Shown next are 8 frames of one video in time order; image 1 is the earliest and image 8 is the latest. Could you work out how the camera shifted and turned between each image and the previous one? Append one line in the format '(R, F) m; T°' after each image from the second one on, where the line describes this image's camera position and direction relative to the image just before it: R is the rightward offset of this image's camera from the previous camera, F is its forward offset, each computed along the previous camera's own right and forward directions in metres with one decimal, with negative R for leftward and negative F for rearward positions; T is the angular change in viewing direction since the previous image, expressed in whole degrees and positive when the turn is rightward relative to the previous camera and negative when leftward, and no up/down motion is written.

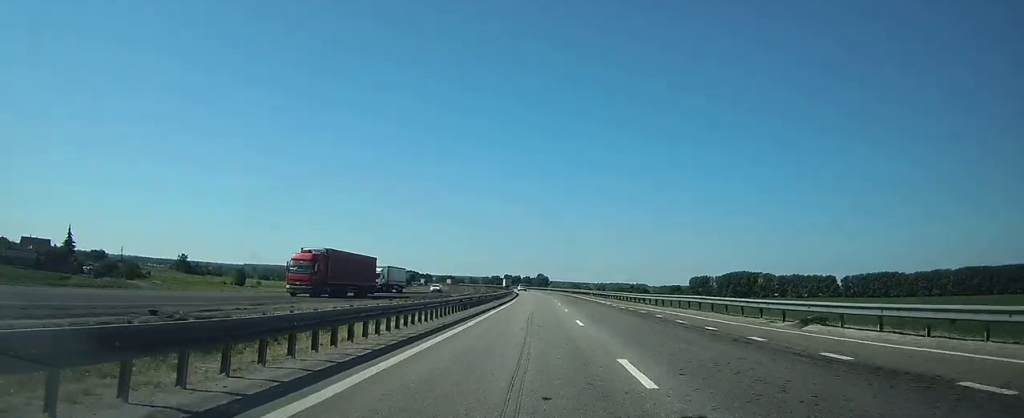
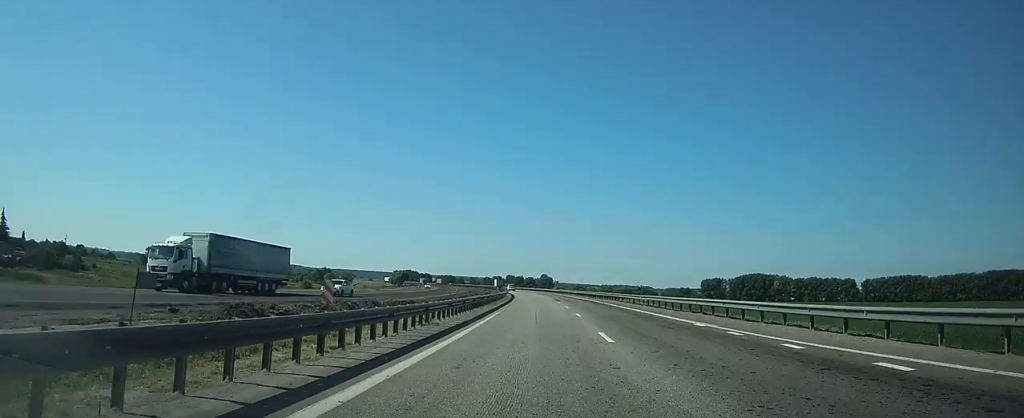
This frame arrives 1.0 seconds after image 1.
(-0.1, +30.1) m; 0°
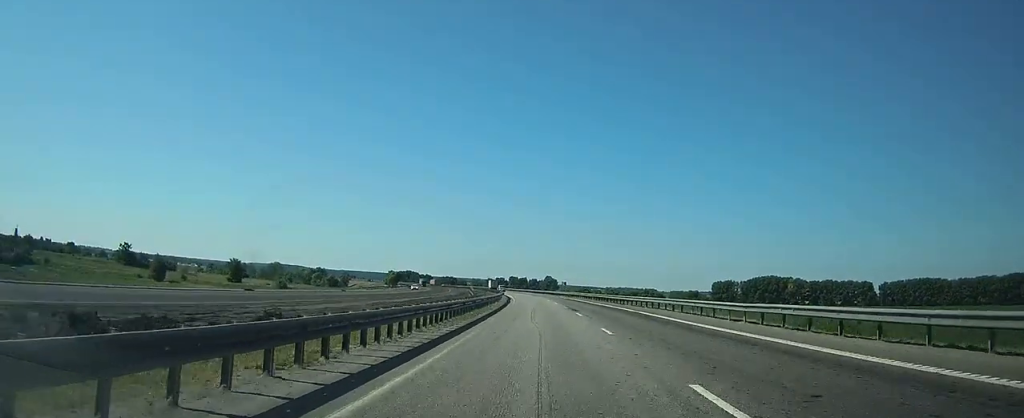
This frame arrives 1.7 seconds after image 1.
(0.0, +22.1) m; 0°
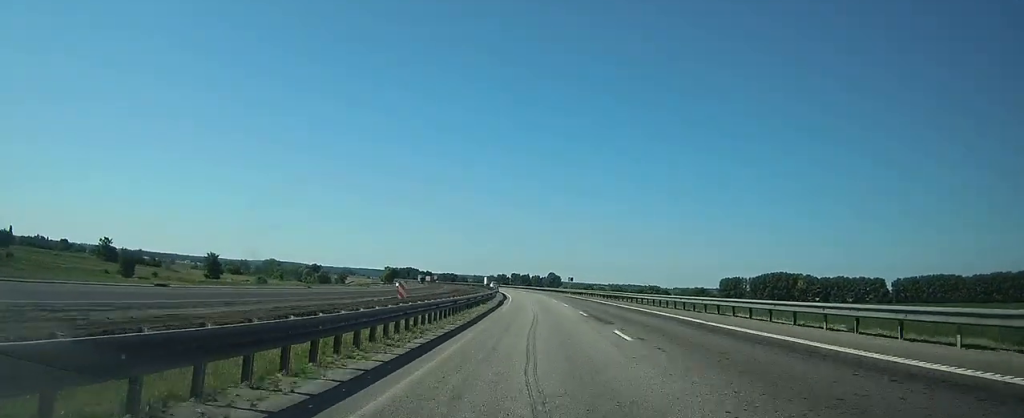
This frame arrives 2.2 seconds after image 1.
(-0.1, +15.1) m; 0°
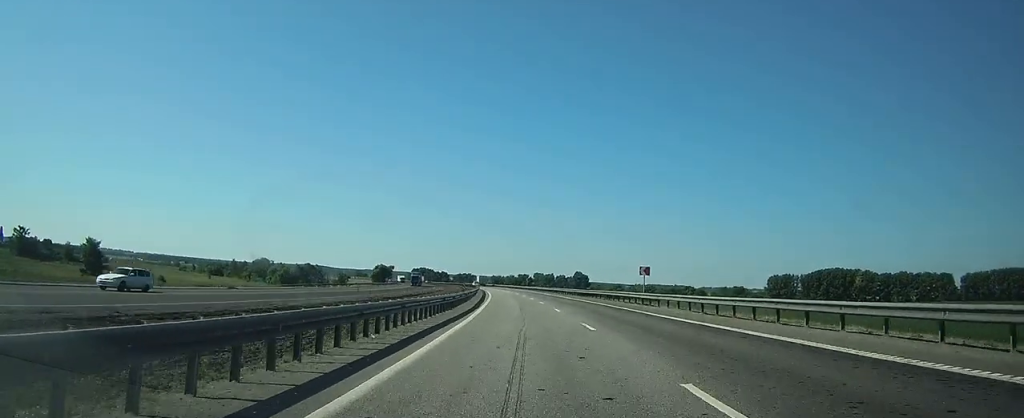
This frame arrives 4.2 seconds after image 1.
(-0.6, +59.0) m; -2°
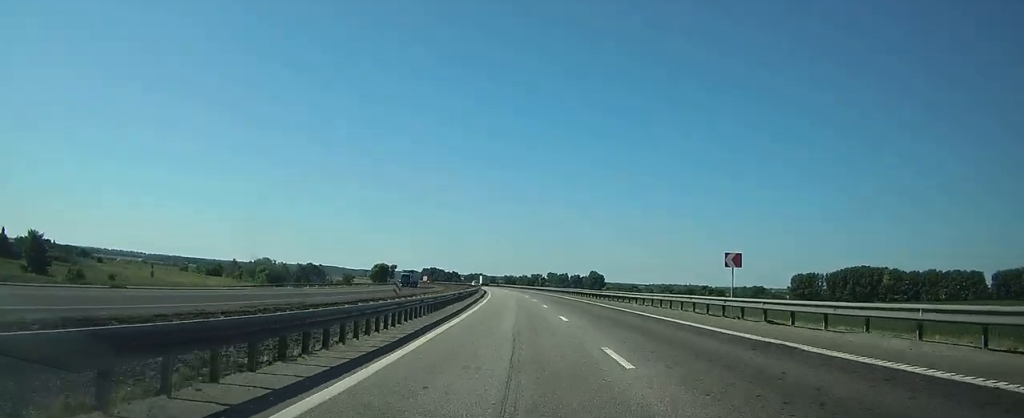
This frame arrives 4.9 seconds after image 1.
(-0.2, +19.9) m; -1°
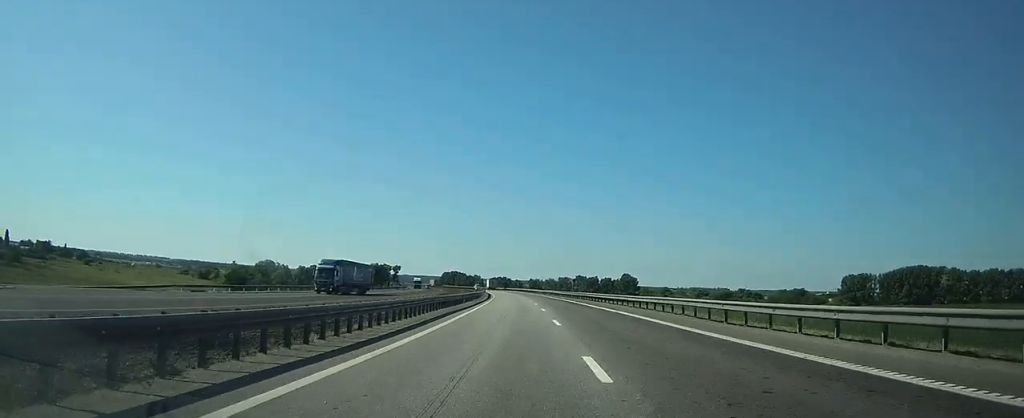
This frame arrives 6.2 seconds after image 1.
(-0.5, +38.4) m; -1°
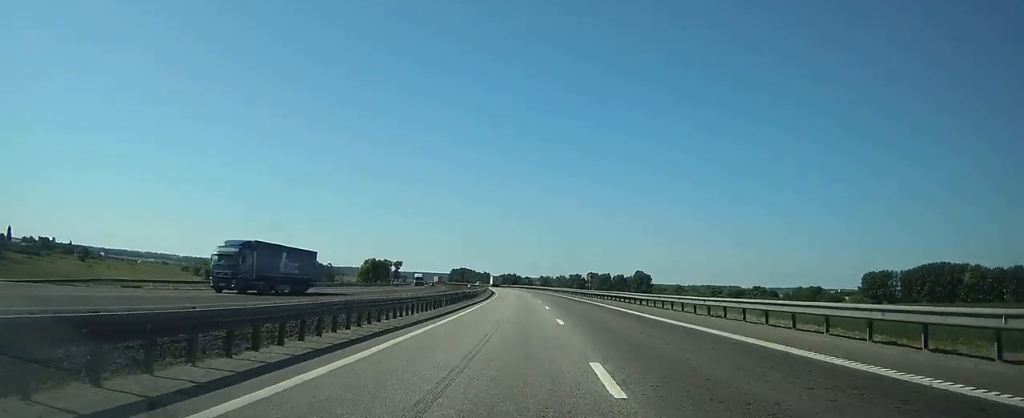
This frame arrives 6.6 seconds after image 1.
(+0.1, +13.7) m; 0°
